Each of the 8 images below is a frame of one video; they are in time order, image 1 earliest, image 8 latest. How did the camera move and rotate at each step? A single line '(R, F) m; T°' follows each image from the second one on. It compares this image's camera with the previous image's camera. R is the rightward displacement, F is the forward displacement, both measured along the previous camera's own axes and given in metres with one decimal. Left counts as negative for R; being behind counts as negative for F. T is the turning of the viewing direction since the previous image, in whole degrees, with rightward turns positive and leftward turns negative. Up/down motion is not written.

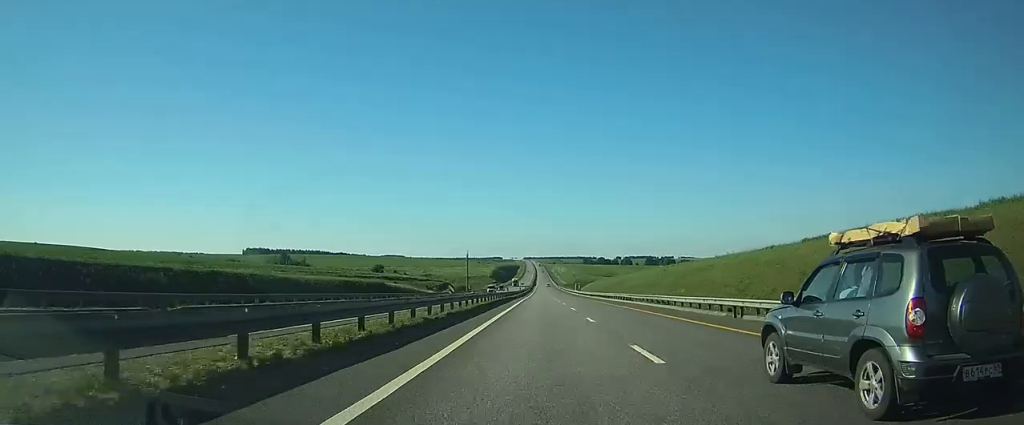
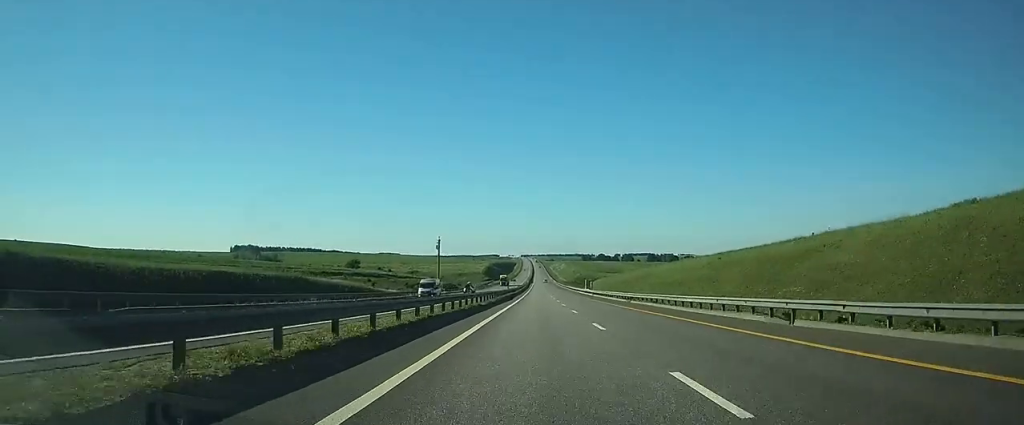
(-0.1, +40.8) m; 0°
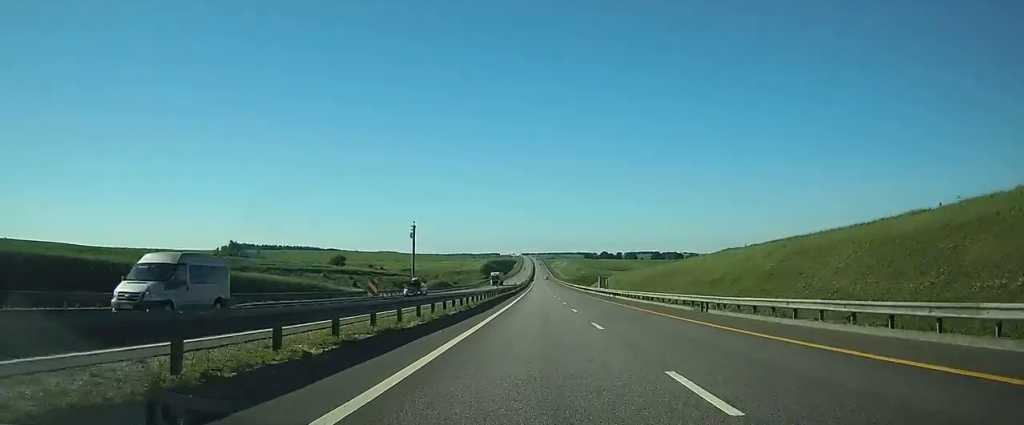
(0.0, +24.1) m; 0°
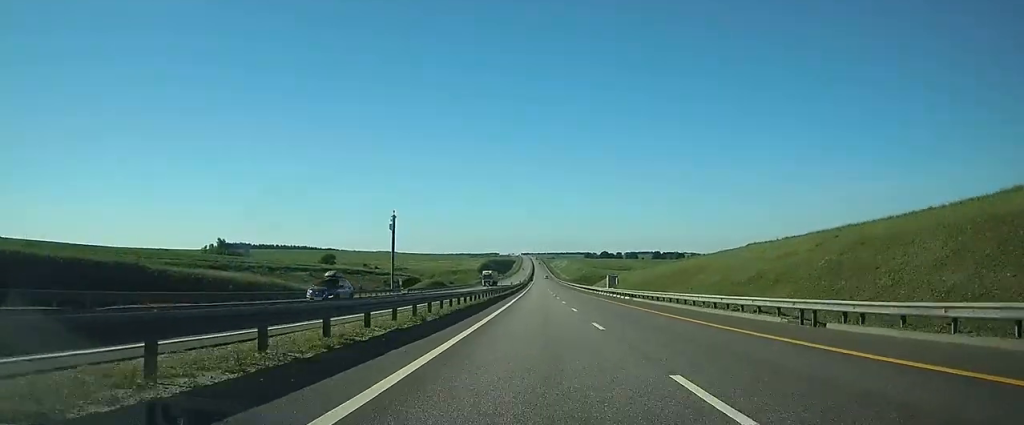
(0.0, +12.6) m; 0°
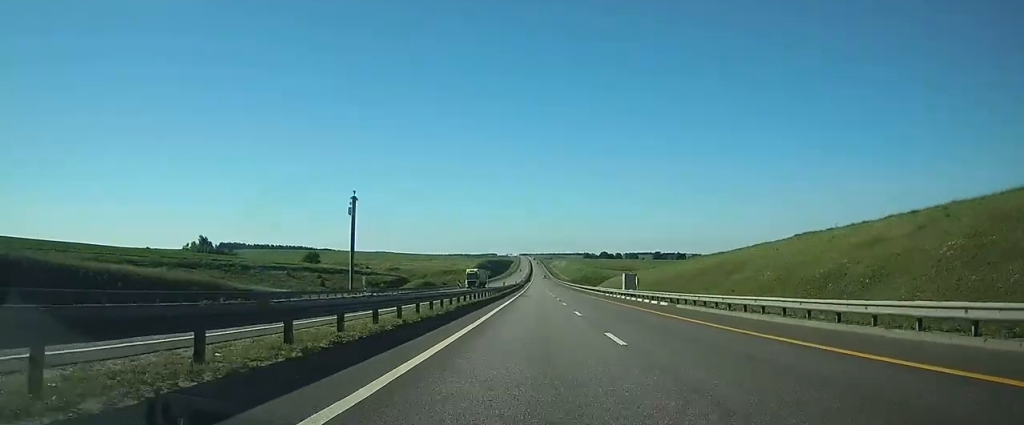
(0.0, +16.9) m; 0°
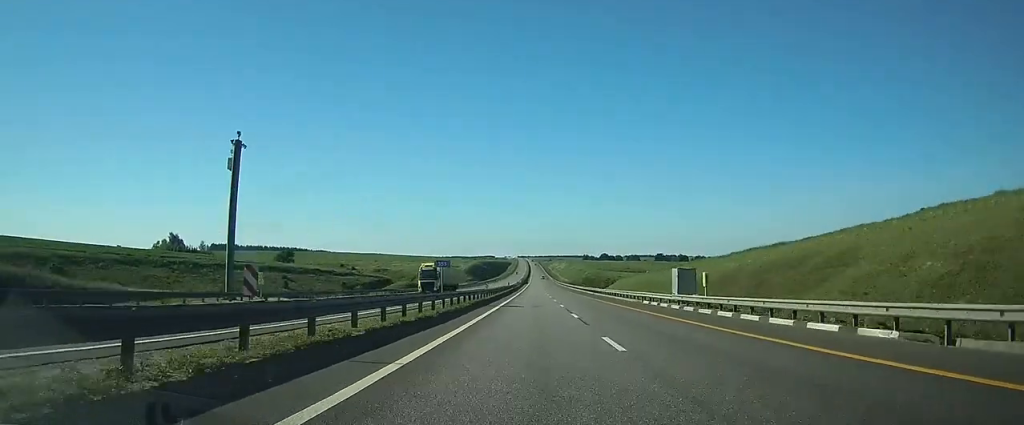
(0.0, +25.4) m; 0°
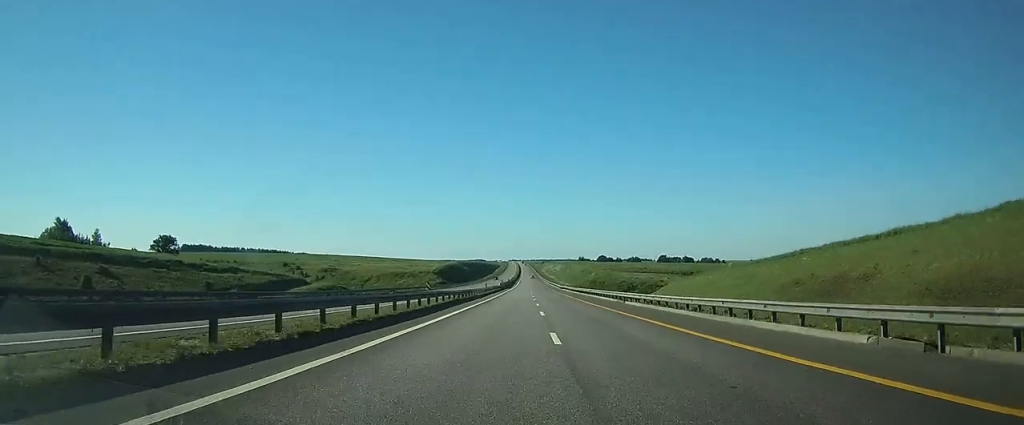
(+0.7, +71.2) m; +1°
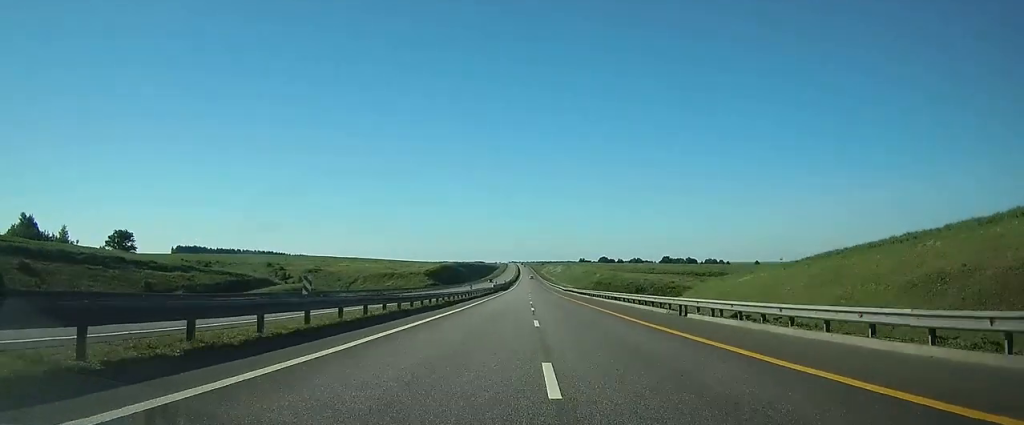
(0.0, +18.1) m; 0°
